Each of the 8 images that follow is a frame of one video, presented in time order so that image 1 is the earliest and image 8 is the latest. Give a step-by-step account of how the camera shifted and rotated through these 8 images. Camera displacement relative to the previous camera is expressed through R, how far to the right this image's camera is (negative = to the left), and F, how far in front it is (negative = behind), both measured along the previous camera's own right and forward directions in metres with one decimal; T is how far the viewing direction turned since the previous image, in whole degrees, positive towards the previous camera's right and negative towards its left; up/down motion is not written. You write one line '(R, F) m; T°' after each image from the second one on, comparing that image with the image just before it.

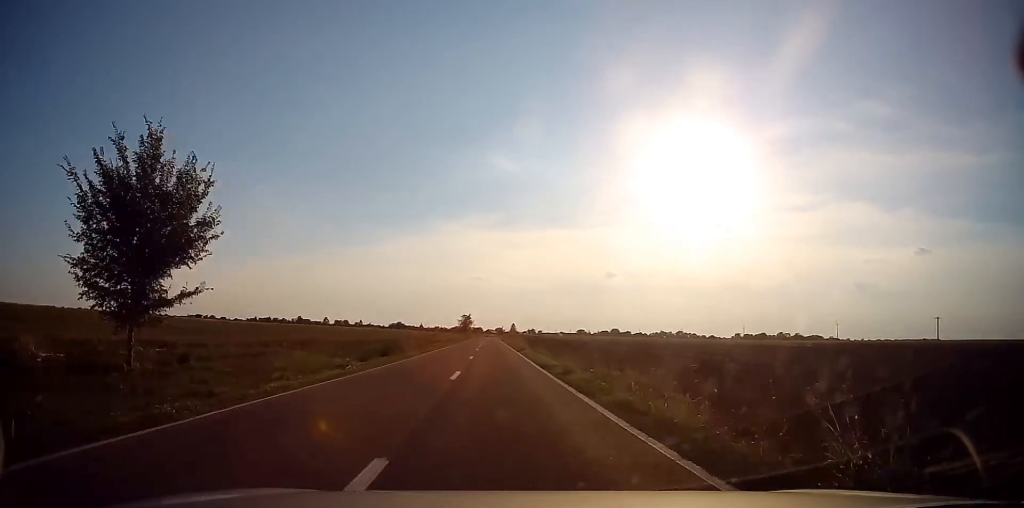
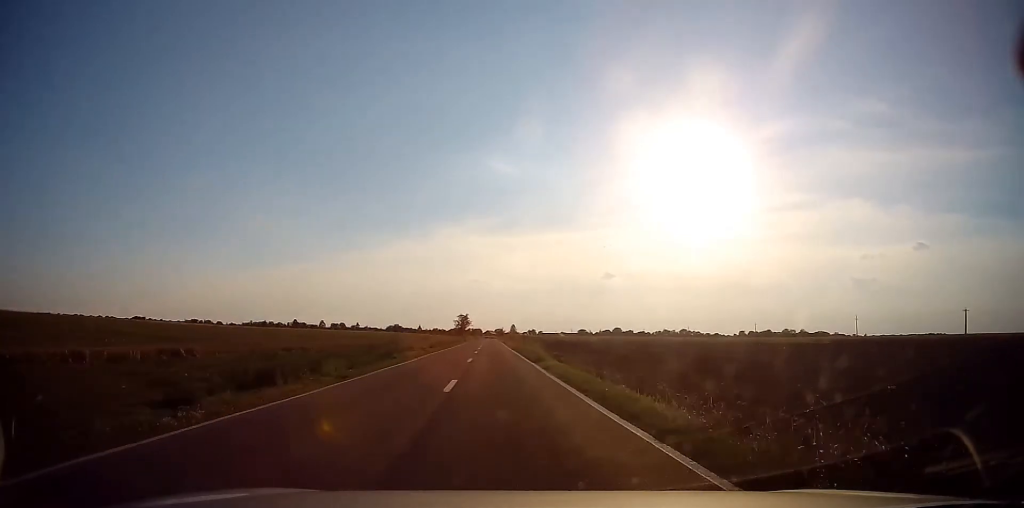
(+0.1, +14.1) m; 0°
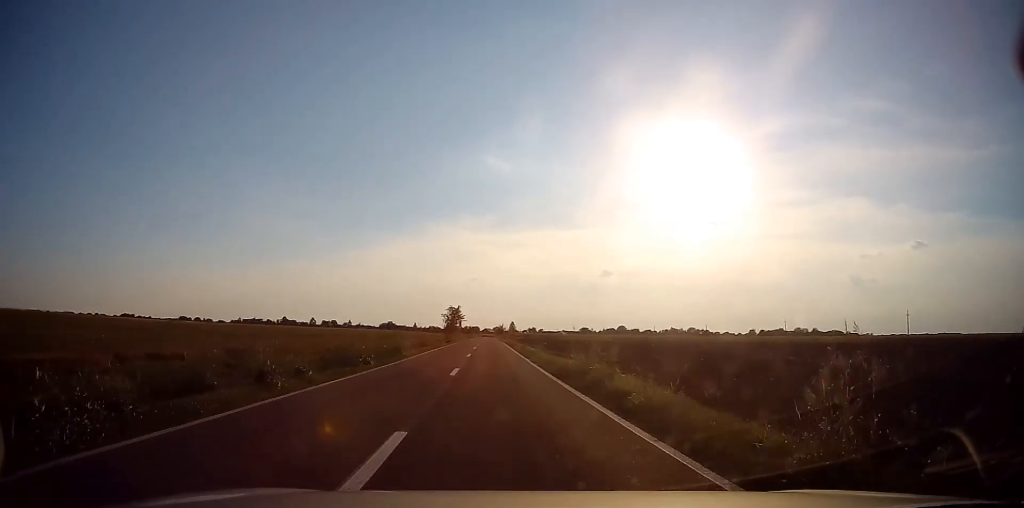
(-0.1, +32.4) m; 0°
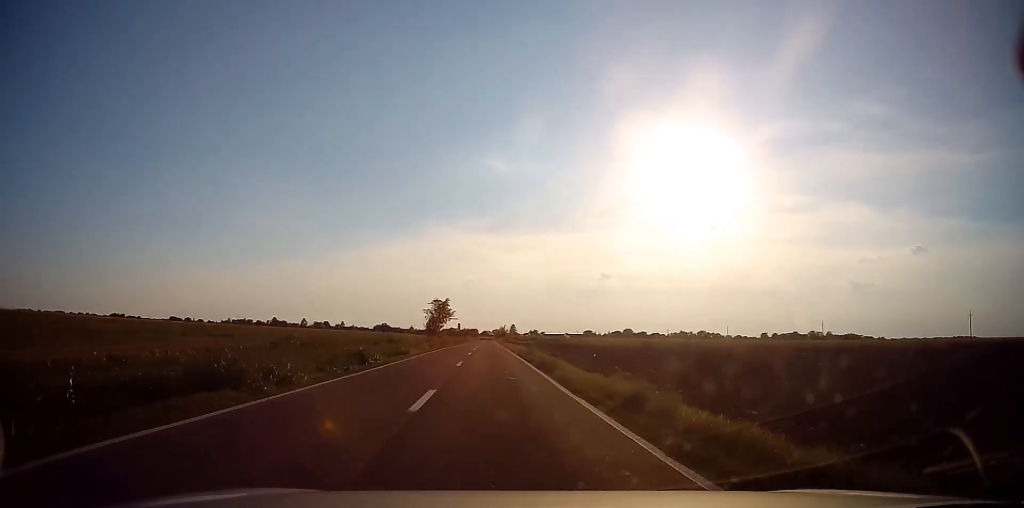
(+0.2, +31.5) m; 0°
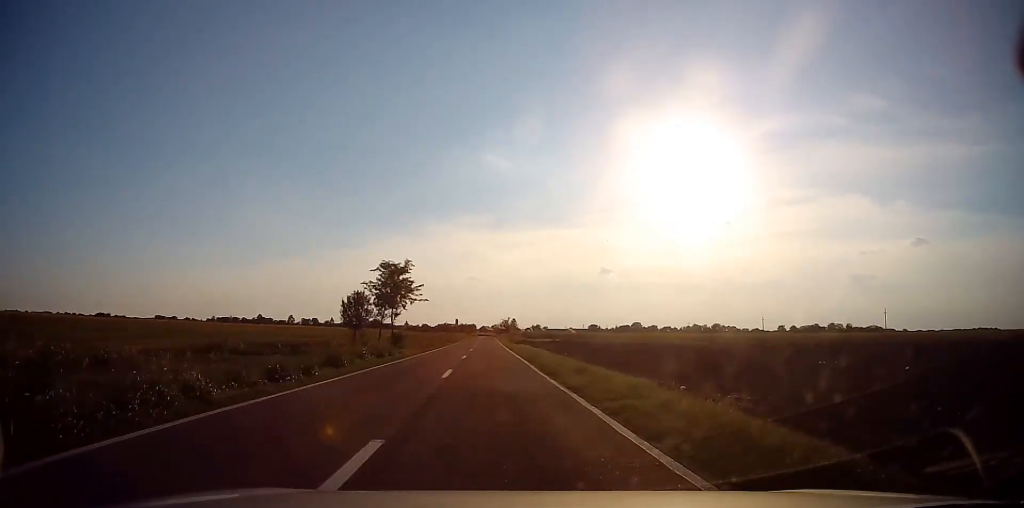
(+0.1, +41.3) m; 0°
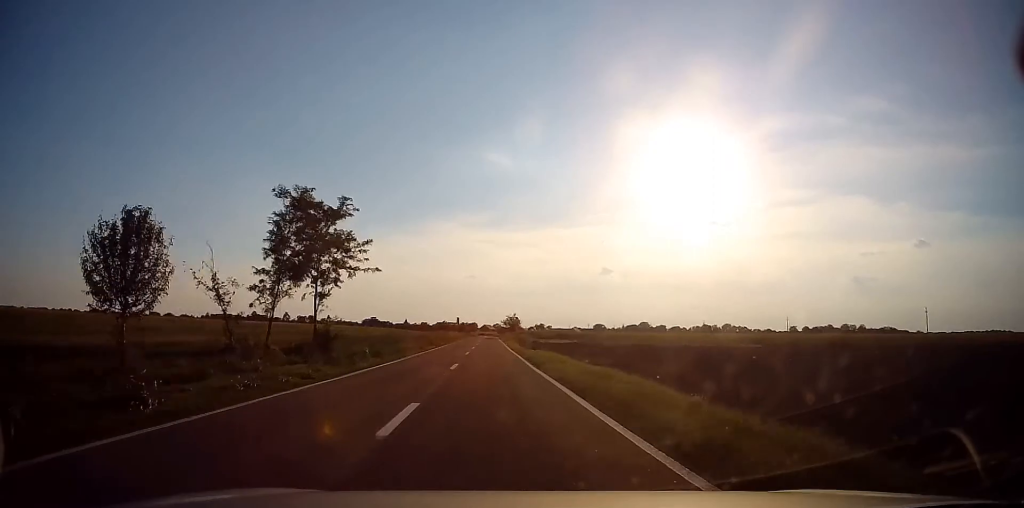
(+0.1, +20.7) m; 0°
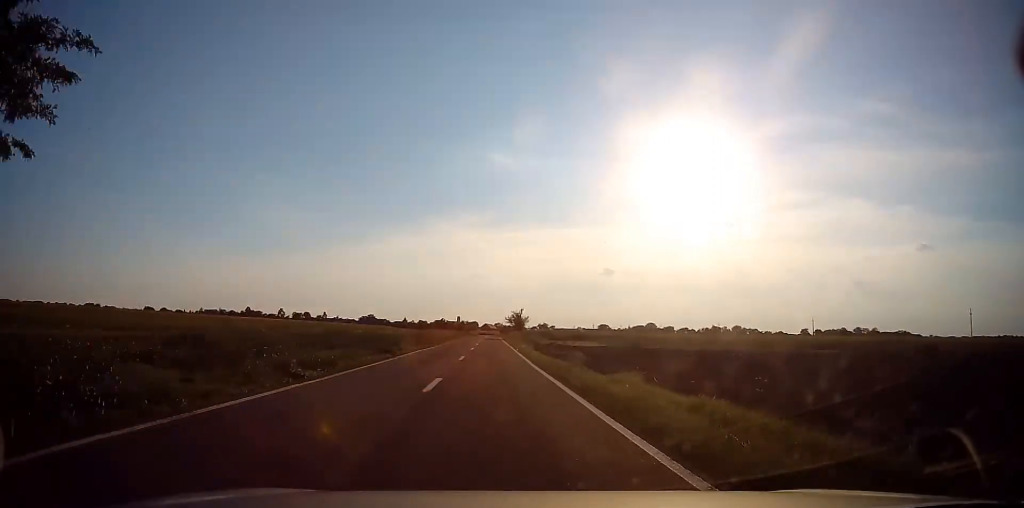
(-0.3, +20.2) m; 0°
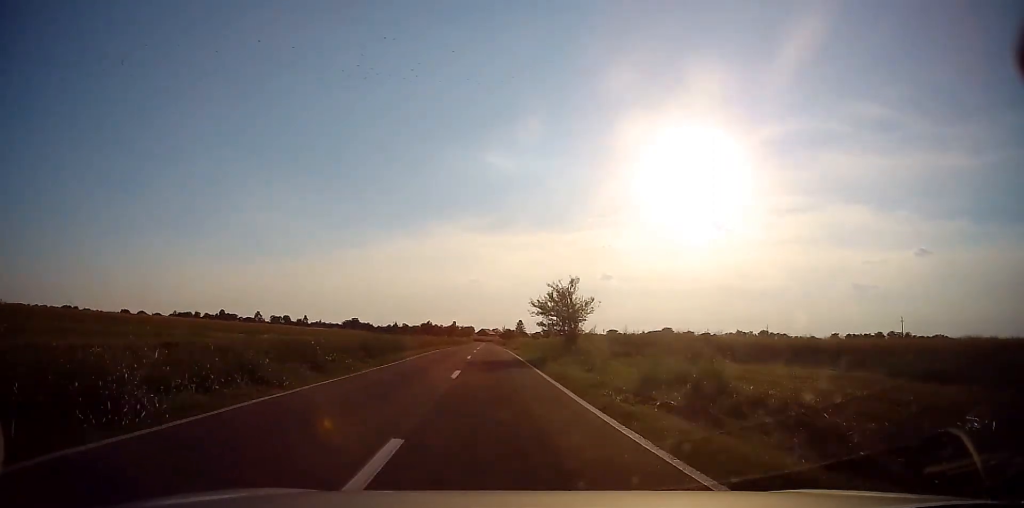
(0.0, +55.6) m; +1°
